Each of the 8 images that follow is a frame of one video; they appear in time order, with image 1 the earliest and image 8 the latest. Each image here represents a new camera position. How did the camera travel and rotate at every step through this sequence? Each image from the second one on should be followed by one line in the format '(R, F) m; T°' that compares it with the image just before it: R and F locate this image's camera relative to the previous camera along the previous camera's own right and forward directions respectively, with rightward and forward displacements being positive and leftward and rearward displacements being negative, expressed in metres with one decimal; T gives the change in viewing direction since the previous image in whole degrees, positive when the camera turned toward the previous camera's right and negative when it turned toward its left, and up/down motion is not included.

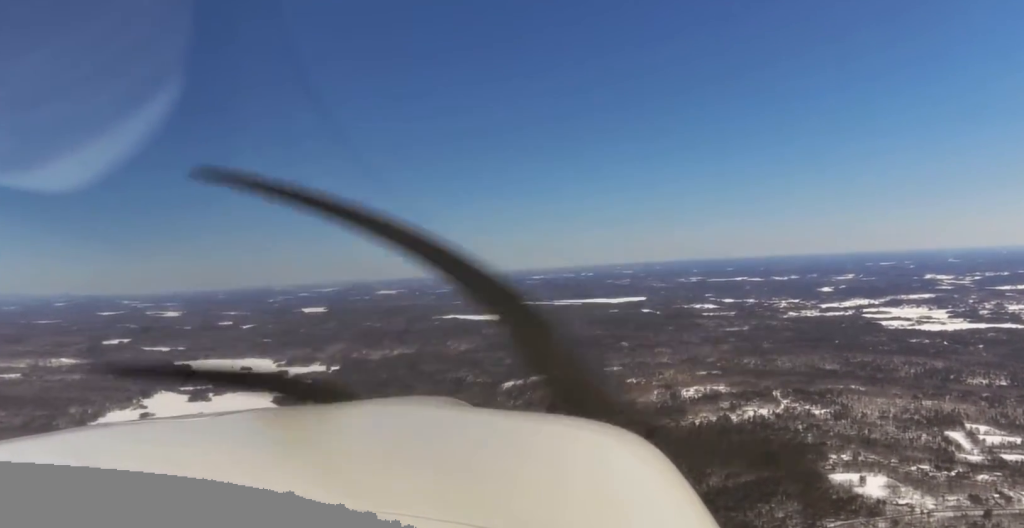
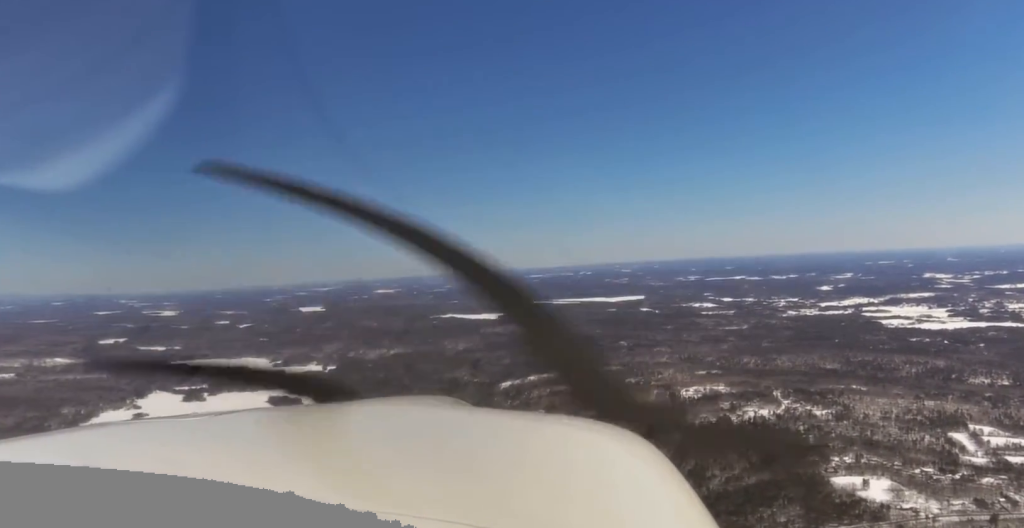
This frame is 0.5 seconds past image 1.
(+0.1, +31.3) m; 0°
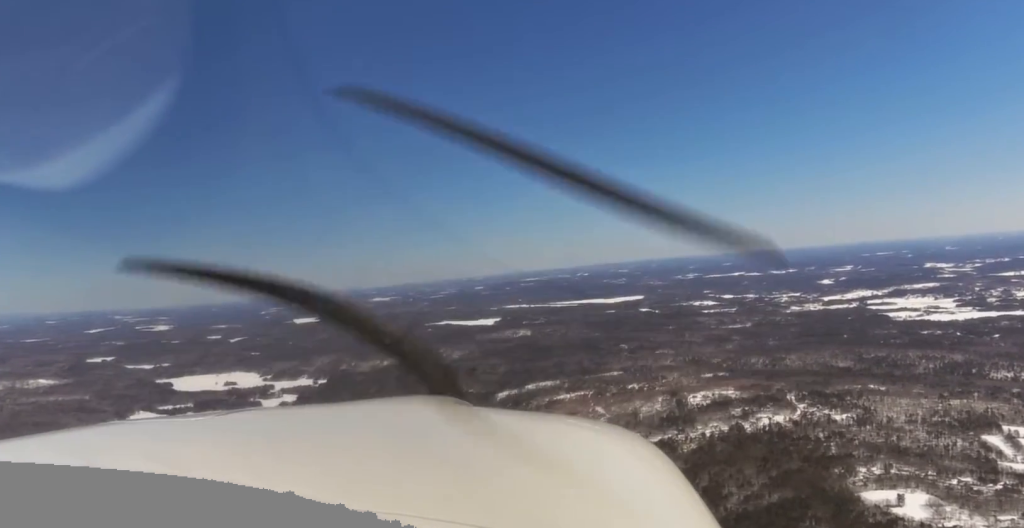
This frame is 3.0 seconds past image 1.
(+3.4, +159.3) m; +2°
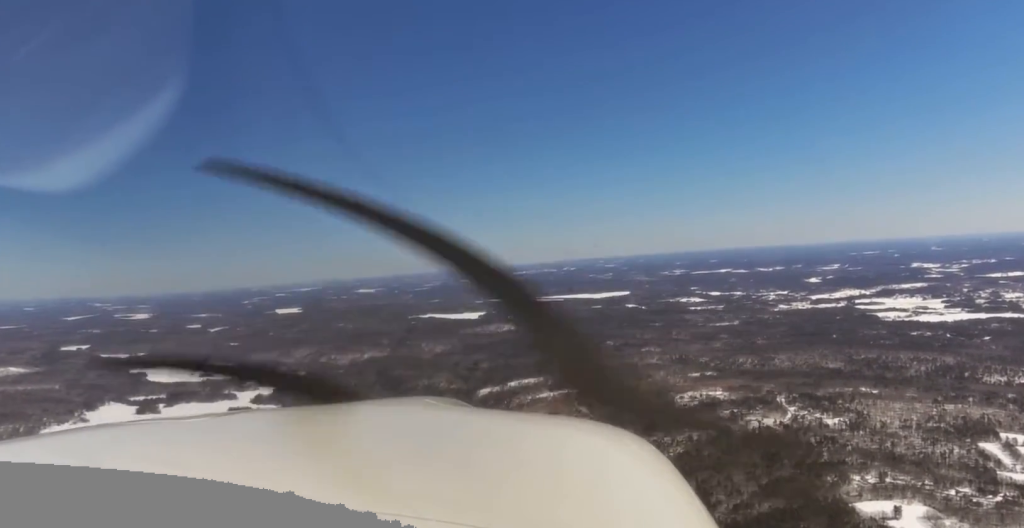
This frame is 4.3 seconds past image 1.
(-0.1, +82.2) m; +1°
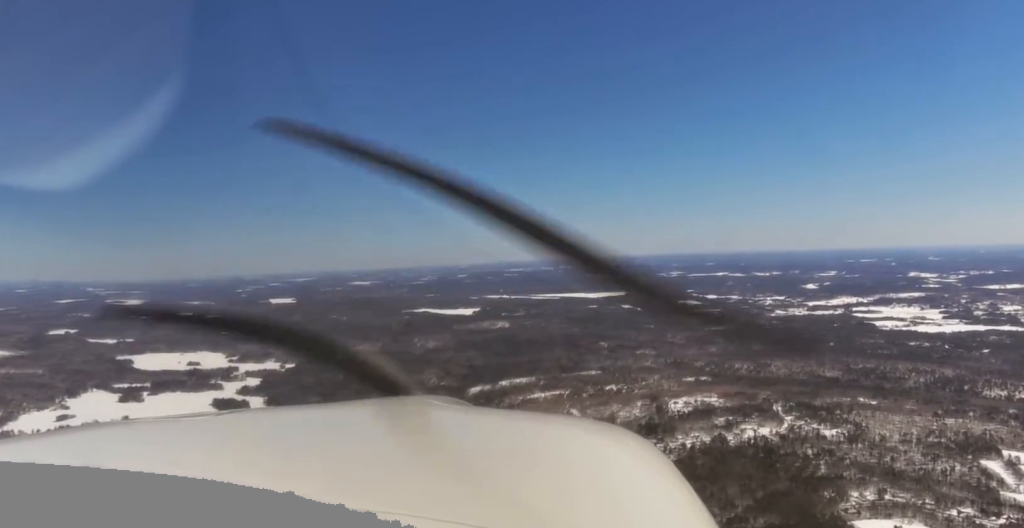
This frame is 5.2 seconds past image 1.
(+1.0, +56.9) m; +1°
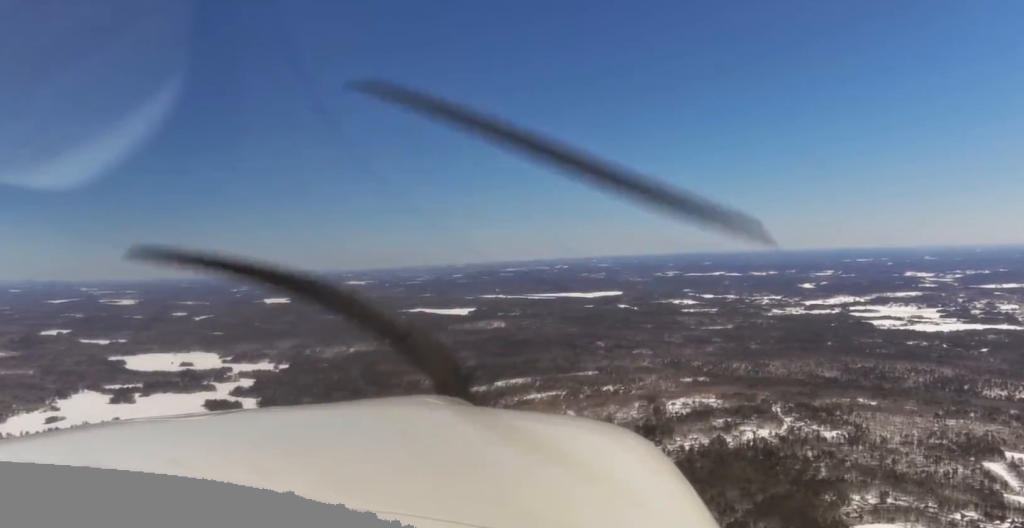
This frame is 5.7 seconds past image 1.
(+0.3, +29.6) m; +1°
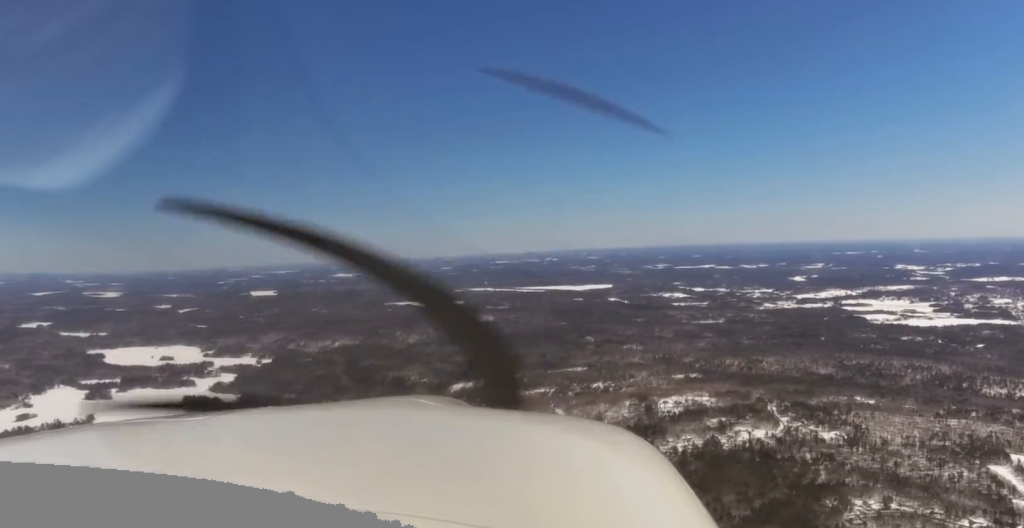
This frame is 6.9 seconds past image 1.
(-0.2, +78.3) m; 0°
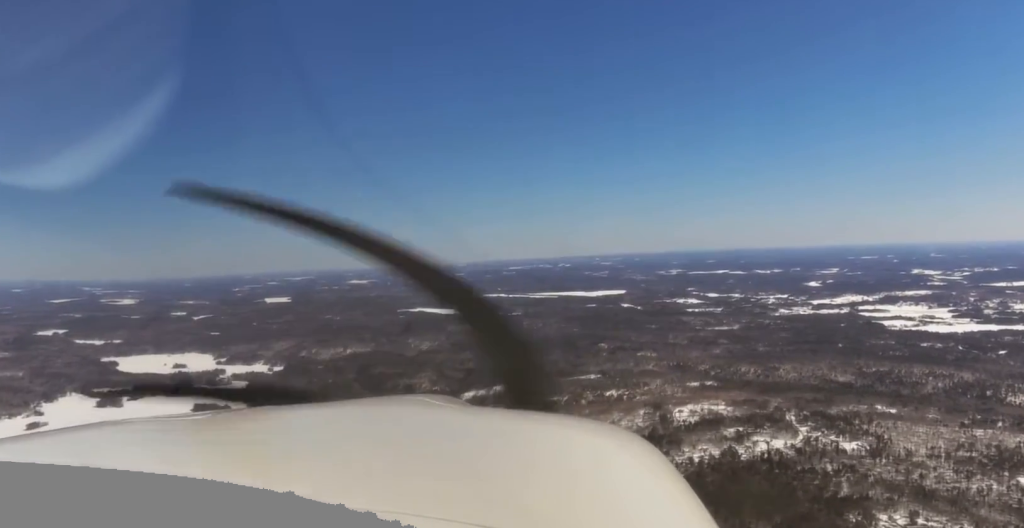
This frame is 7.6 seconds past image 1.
(-0.2, +44.7) m; 0°
